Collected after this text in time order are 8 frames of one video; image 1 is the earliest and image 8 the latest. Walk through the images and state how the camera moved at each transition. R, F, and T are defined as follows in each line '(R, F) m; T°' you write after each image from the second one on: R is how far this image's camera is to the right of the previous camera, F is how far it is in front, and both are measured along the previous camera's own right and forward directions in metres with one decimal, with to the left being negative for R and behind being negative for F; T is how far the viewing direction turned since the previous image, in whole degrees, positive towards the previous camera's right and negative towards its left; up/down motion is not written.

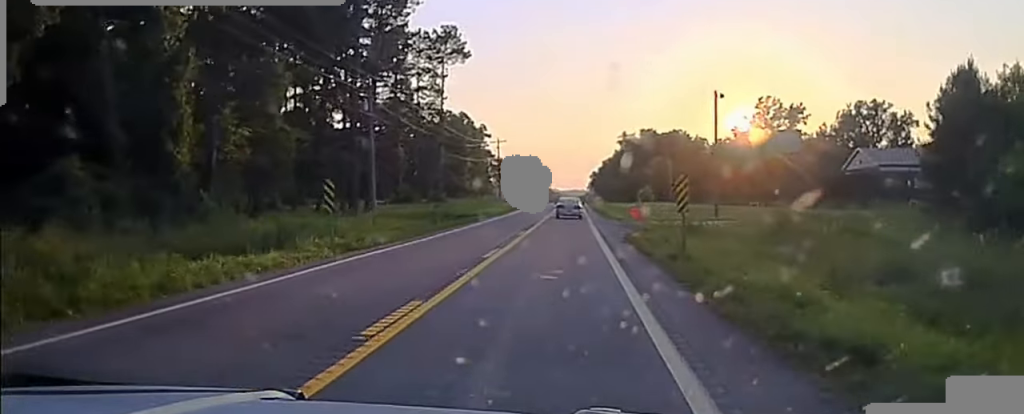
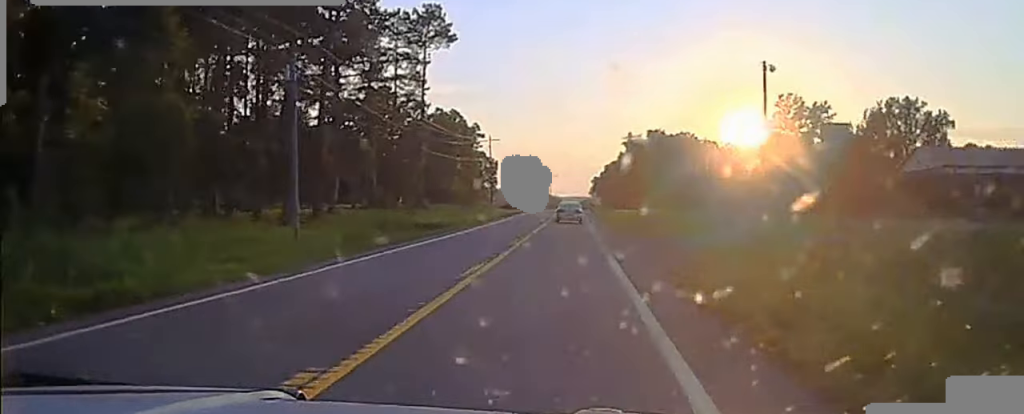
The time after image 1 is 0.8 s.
(0.0, +17.7) m; 0°
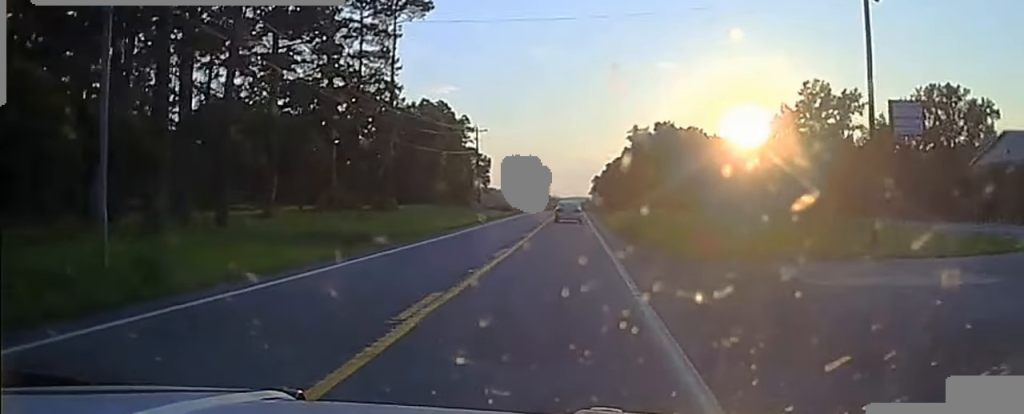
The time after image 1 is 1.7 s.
(0.0, +16.8) m; 0°
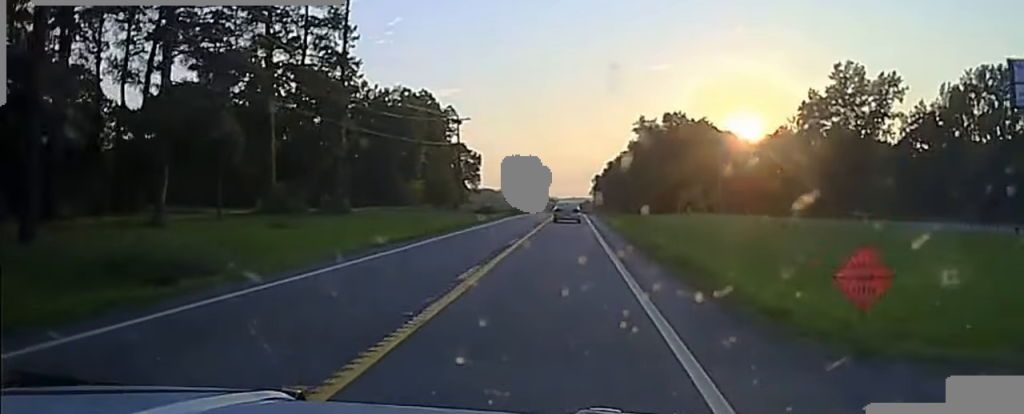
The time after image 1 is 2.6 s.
(0.0, +18.0) m; 0°
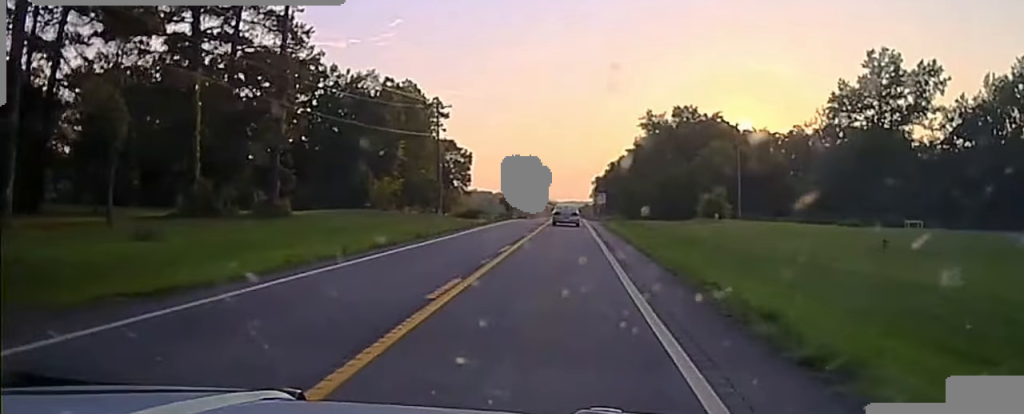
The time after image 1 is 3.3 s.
(0.0, +13.5) m; 0°
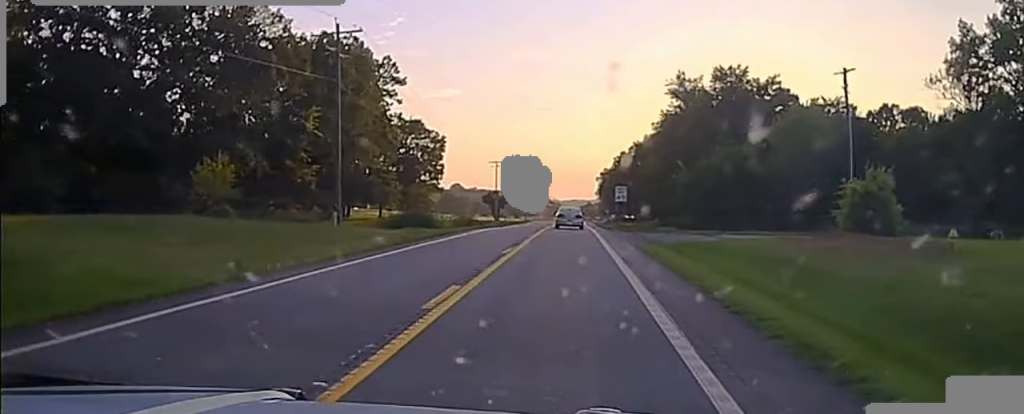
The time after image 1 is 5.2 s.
(+0.5, +36.1) m; 0°
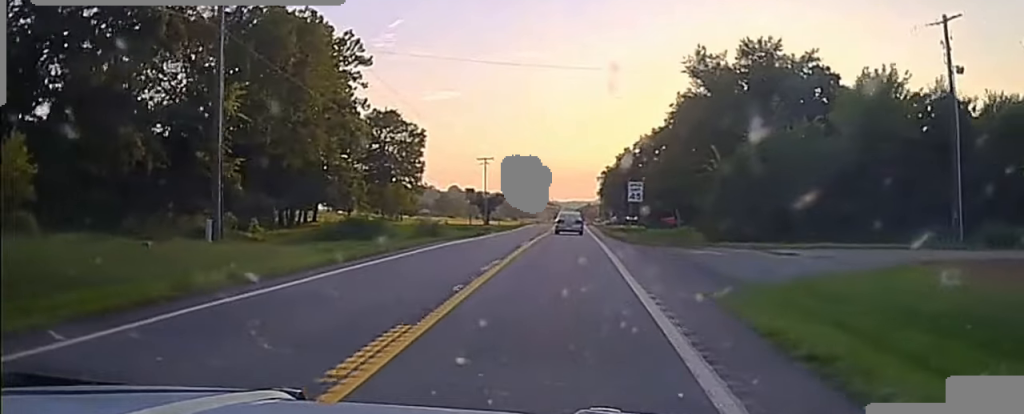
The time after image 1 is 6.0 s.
(-0.2, +16.7) m; -1°
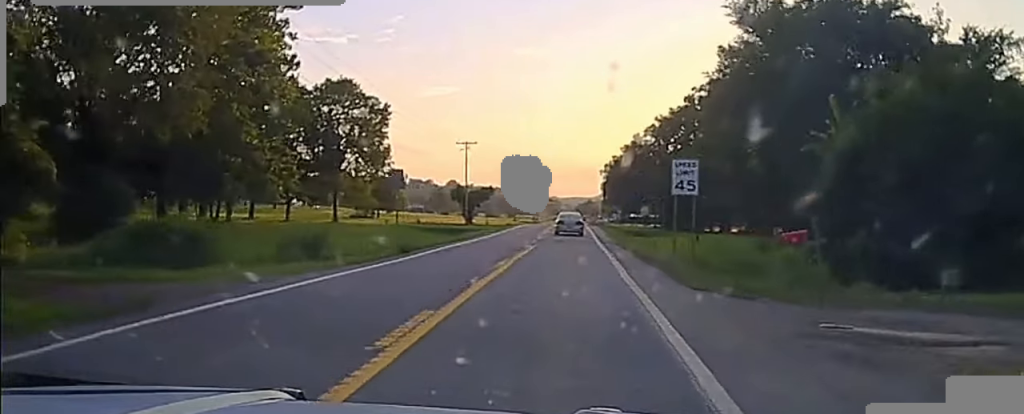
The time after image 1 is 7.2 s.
(-0.1, +23.5) m; 0°
